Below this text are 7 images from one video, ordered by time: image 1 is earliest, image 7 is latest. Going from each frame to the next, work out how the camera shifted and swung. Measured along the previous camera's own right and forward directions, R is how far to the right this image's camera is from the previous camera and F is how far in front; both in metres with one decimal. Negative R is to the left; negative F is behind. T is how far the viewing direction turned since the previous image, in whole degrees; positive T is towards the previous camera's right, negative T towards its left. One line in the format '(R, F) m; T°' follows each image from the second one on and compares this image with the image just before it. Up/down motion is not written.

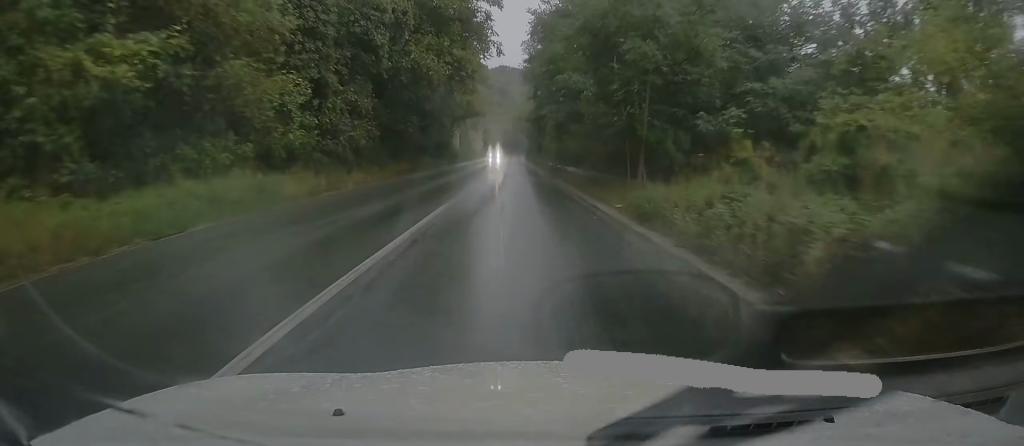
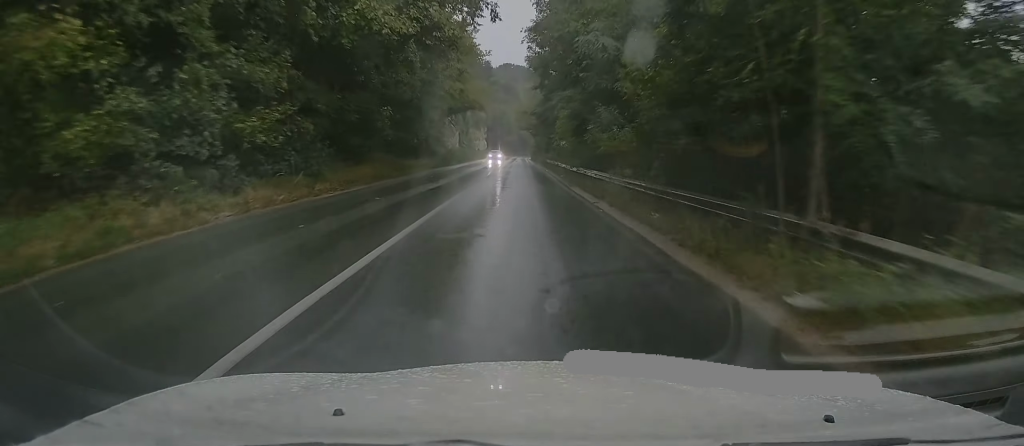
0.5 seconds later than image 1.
(-0.2, +10.1) m; 0°
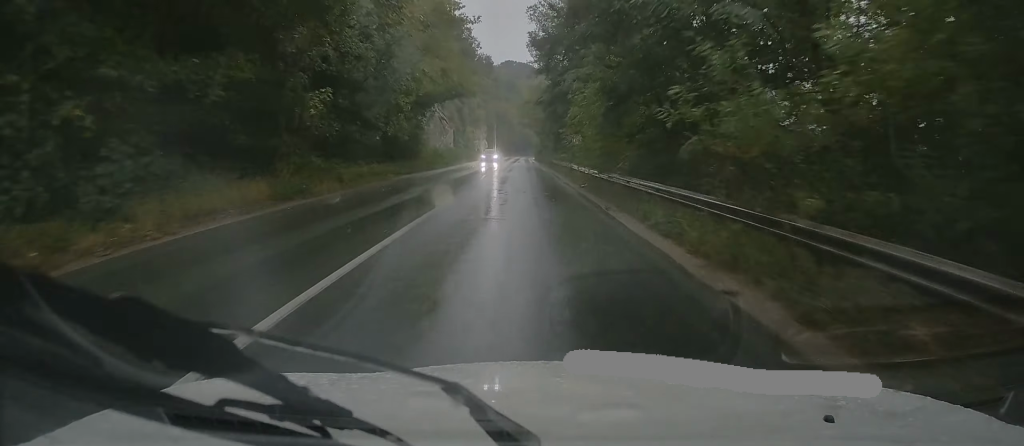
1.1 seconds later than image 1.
(+0.3, +11.8) m; 0°
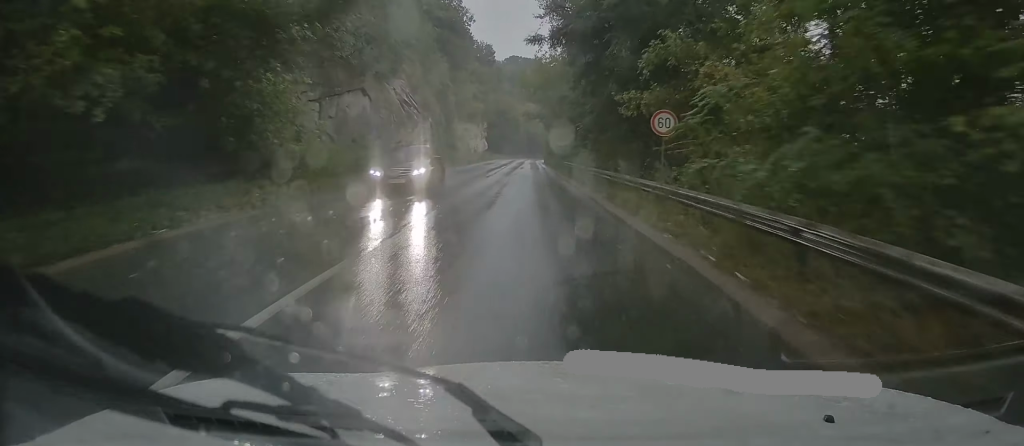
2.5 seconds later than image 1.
(-0.1, +27.0) m; 0°
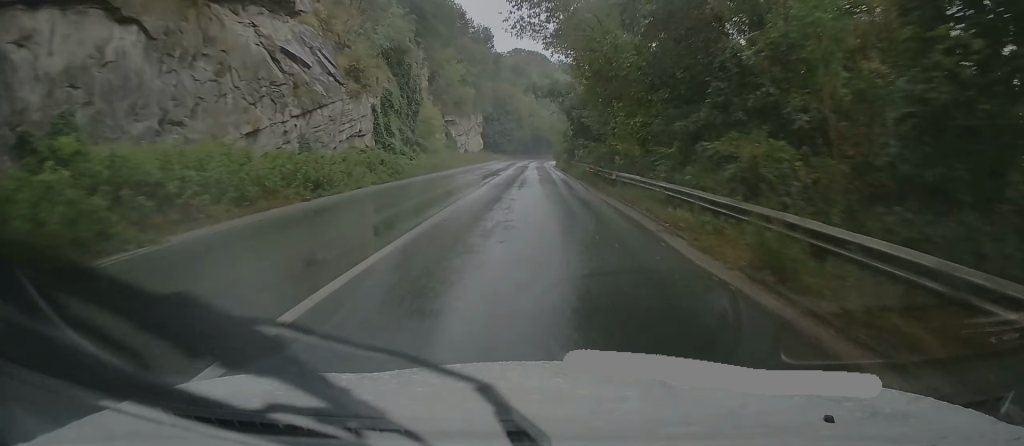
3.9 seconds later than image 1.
(+0.2, +27.9) m; 0°
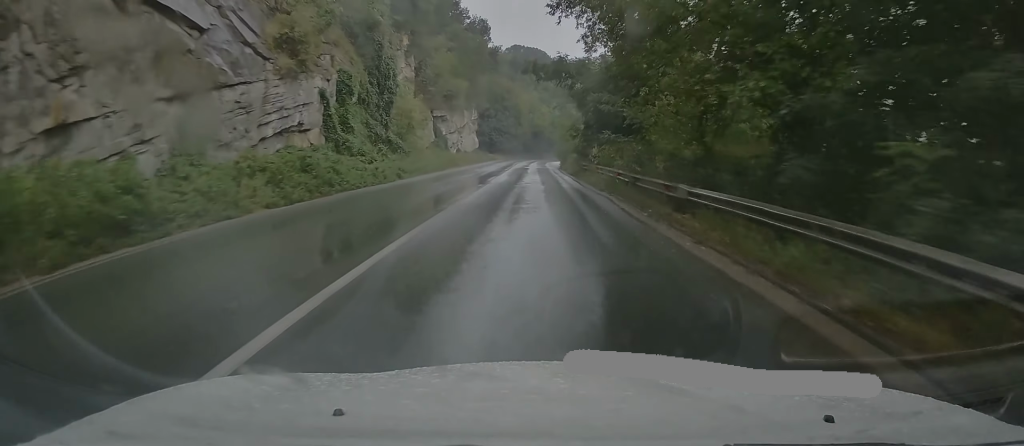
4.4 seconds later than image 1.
(0.0, +10.7) m; 0°
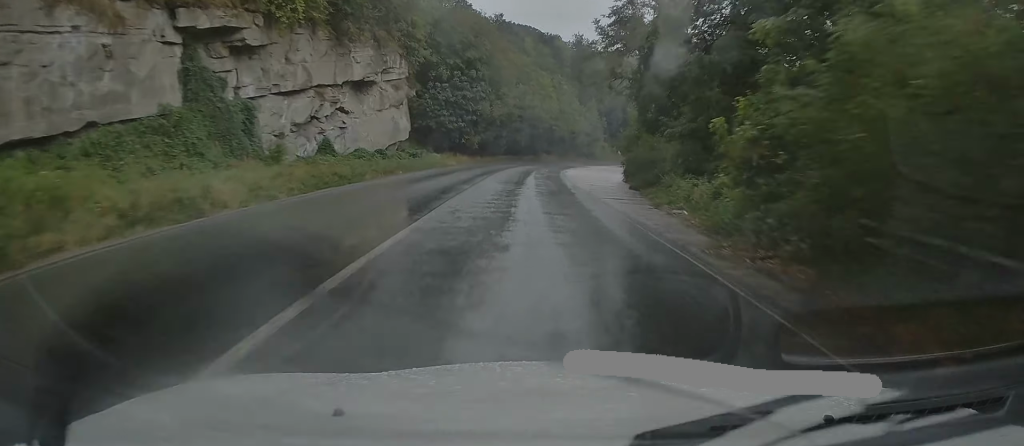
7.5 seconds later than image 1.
(-0.8, +64.8) m; 0°
